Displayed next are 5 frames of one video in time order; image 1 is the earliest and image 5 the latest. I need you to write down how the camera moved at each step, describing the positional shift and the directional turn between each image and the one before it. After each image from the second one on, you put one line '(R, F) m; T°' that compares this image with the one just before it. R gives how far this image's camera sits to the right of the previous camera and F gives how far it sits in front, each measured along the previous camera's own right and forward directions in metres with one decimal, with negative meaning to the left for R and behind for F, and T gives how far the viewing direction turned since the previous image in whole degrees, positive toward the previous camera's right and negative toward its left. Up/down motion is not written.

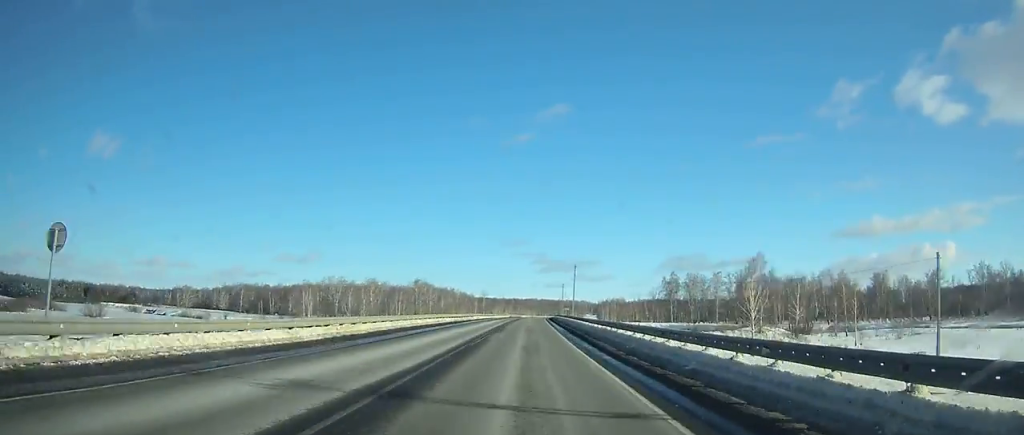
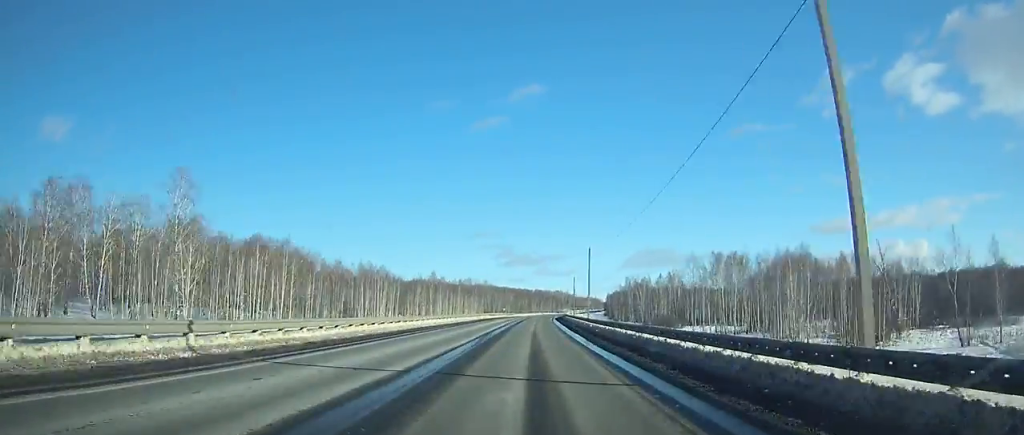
(+16.7, +286.7) m; +4°
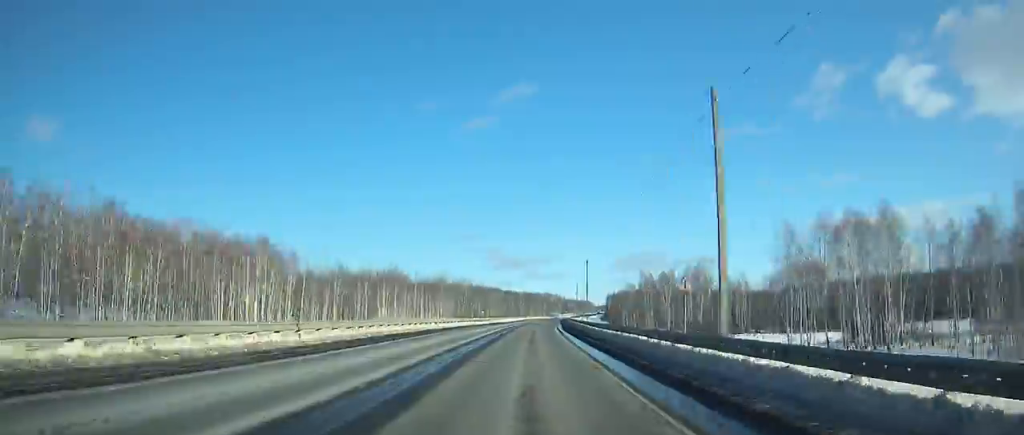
(-5.5, +49.5) m; -1°
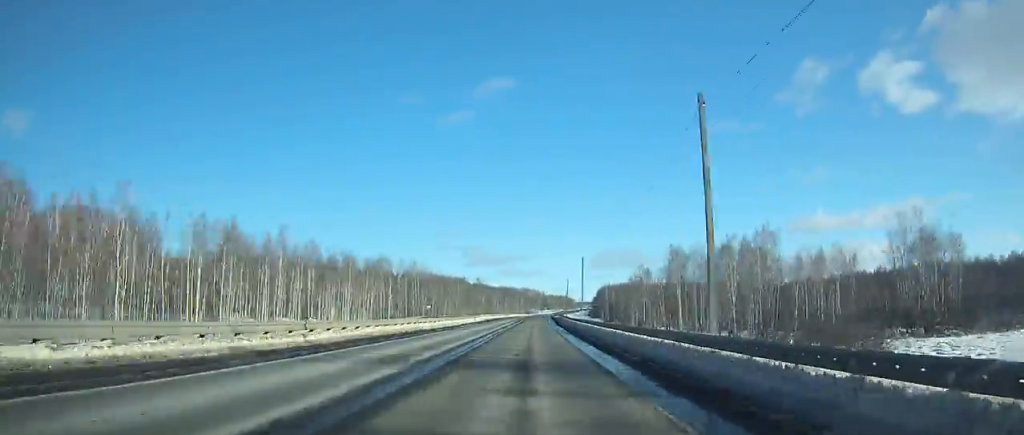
(+0.8, +60.1) m; +2°
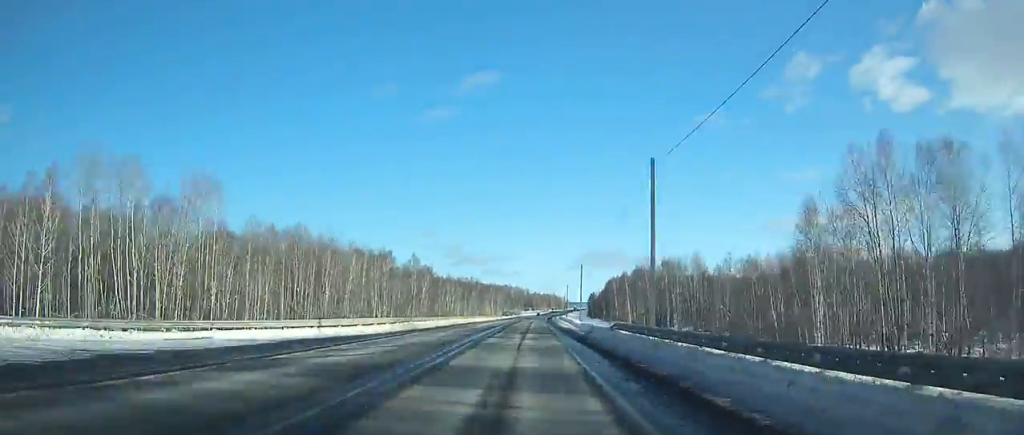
(+5.6, +110.1) m; +4°
